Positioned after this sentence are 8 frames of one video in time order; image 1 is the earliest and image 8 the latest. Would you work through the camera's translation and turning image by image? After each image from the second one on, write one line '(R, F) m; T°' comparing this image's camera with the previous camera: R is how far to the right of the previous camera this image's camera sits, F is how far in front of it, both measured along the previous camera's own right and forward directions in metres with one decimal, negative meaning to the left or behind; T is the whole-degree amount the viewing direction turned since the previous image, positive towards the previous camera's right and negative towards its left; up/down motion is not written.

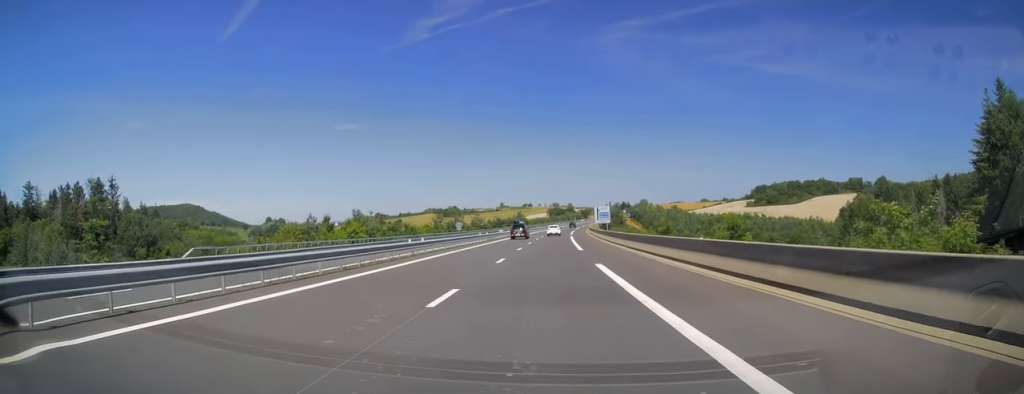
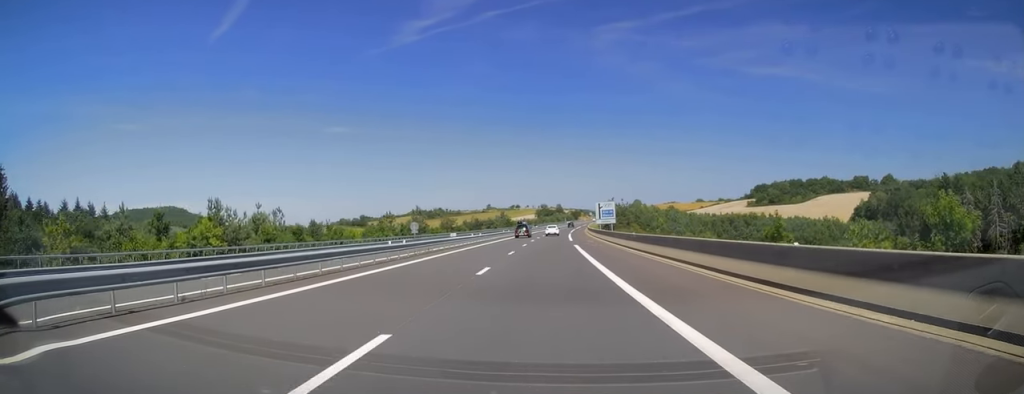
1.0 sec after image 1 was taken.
(+0.3, +32.0) m; +1°
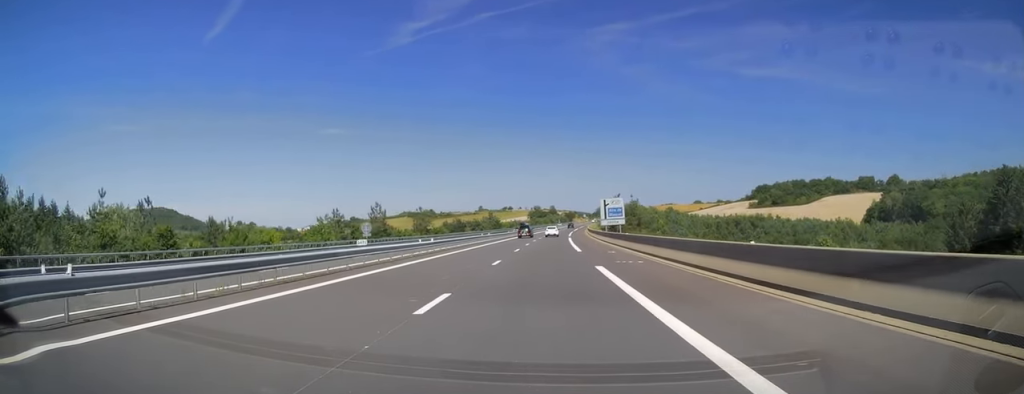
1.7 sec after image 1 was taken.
(+0.1, +21.3) m; +1°
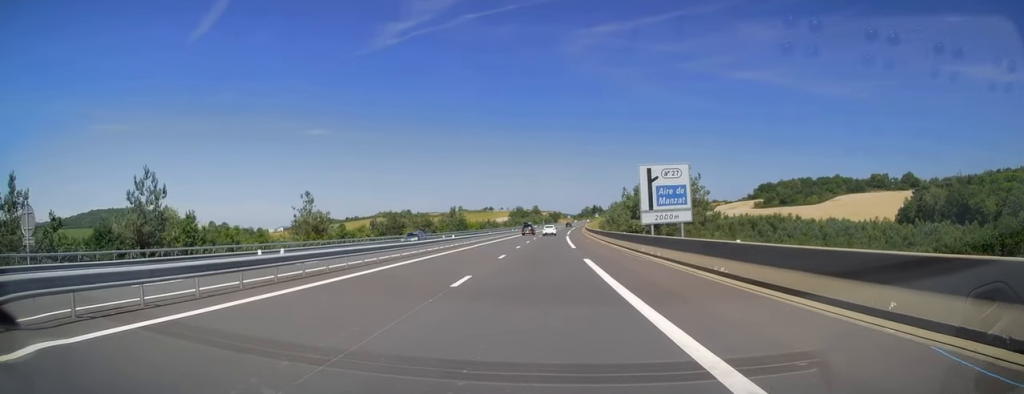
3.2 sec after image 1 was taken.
(+0.8, +47.9) m; +2°
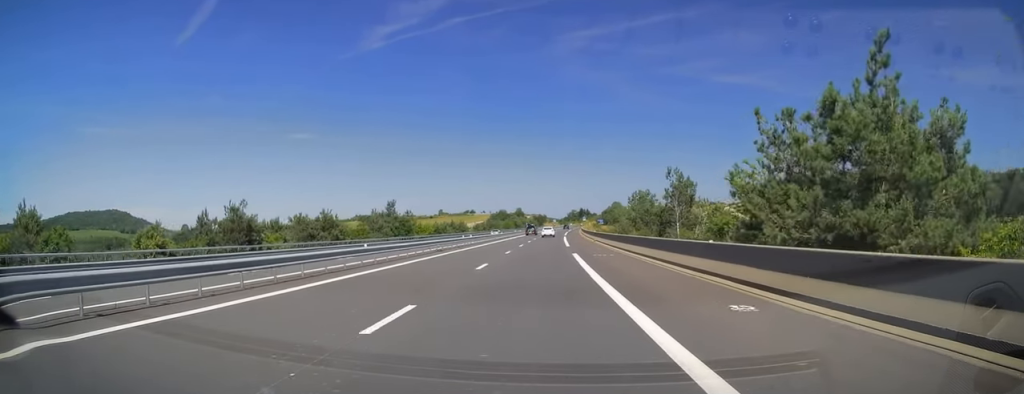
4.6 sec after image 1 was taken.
(+0.7, +45.7) m; +2°
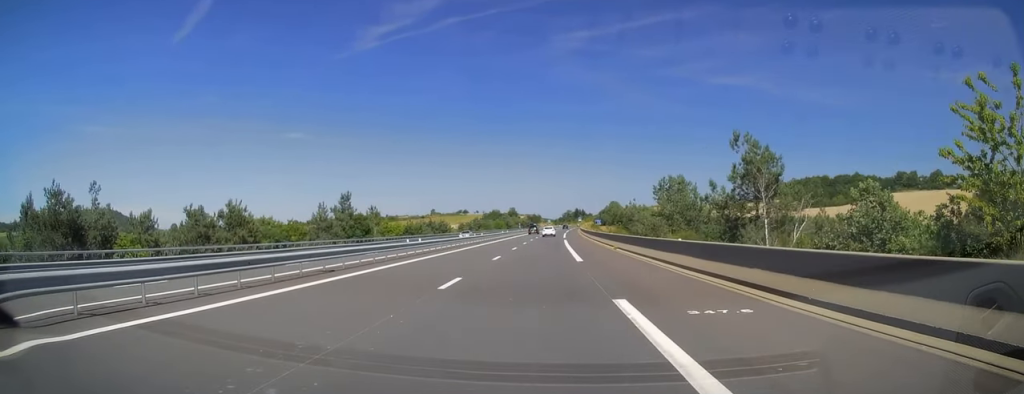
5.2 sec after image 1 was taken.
(+0.1, +20.1) m; 0°
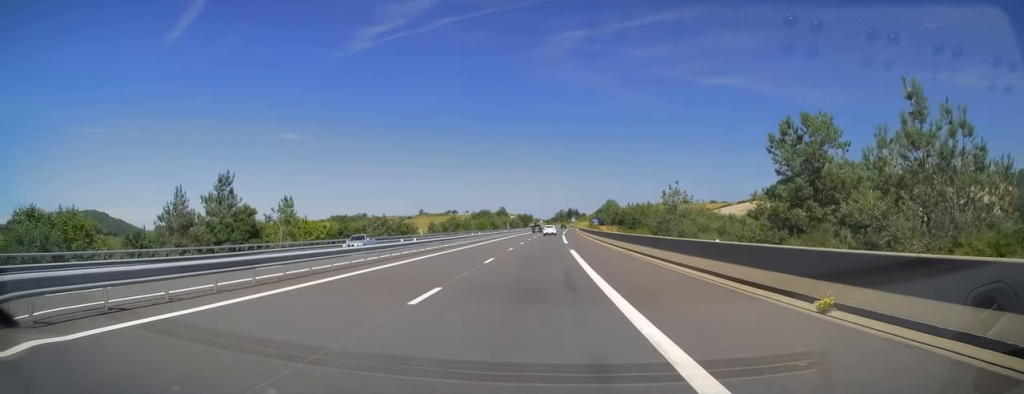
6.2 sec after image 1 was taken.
(0.0, +29.1) m; 0°
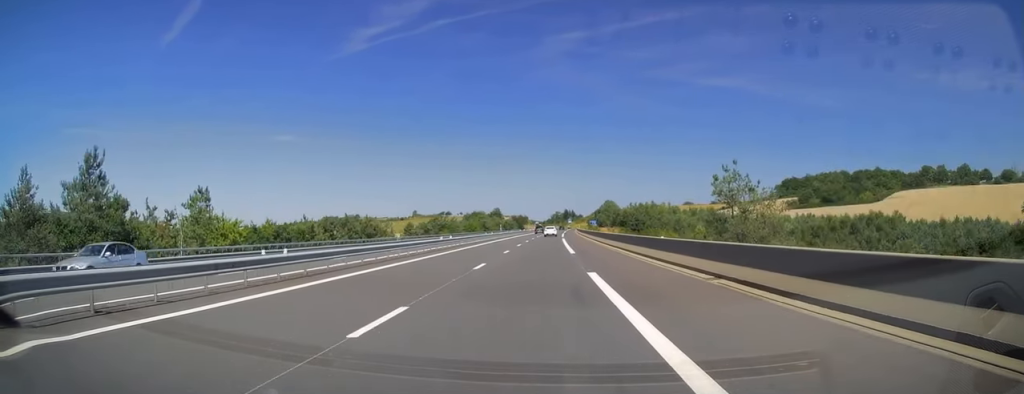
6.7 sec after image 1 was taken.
(-0.1, +16.4) m; 0°
